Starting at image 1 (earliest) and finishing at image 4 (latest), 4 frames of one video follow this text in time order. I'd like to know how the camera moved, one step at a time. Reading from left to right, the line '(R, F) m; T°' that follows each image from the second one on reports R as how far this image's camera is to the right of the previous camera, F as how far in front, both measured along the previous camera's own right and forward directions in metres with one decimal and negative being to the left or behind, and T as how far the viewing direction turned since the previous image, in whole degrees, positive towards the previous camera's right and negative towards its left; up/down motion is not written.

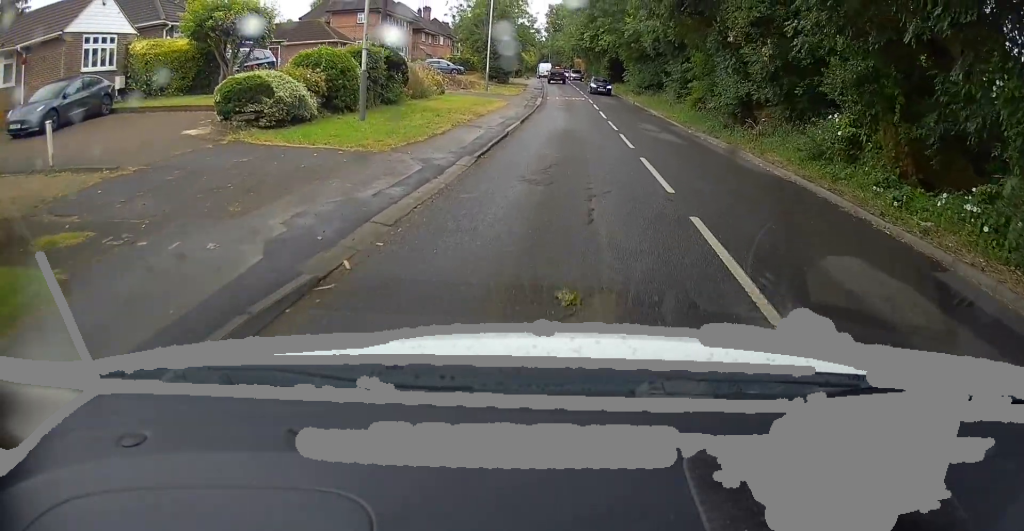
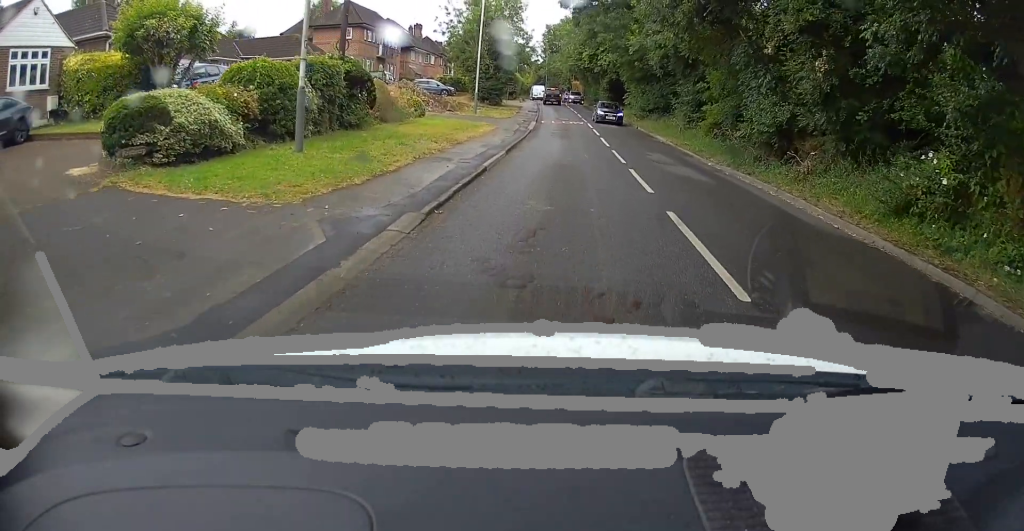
(0.0, +4.2) m; -1°
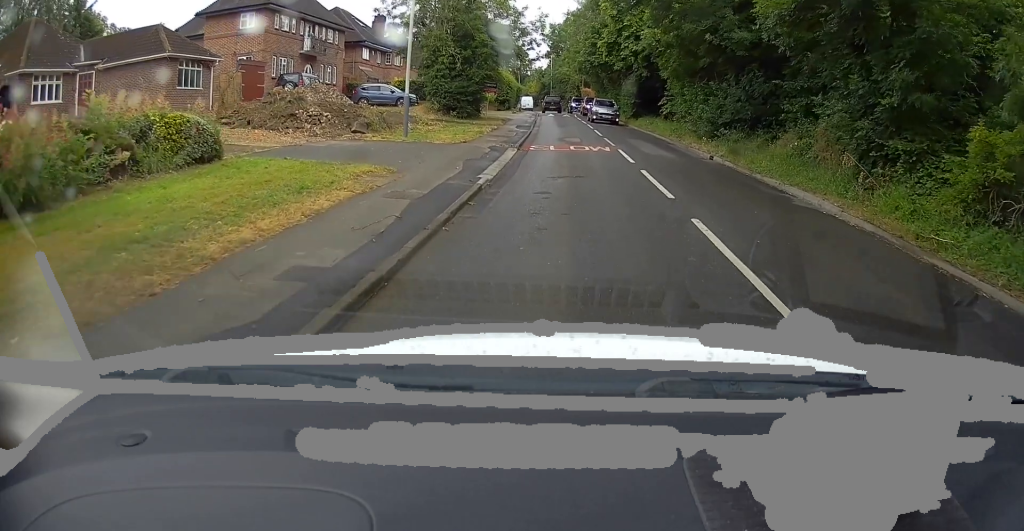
(-0.6, +18.7) m; -3°
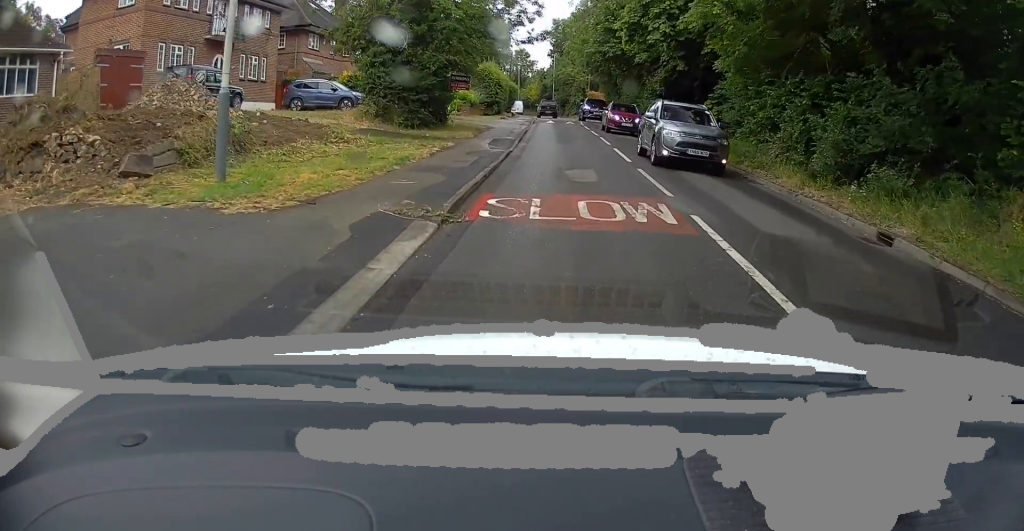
(+0.1, +12.3) m; 0°
